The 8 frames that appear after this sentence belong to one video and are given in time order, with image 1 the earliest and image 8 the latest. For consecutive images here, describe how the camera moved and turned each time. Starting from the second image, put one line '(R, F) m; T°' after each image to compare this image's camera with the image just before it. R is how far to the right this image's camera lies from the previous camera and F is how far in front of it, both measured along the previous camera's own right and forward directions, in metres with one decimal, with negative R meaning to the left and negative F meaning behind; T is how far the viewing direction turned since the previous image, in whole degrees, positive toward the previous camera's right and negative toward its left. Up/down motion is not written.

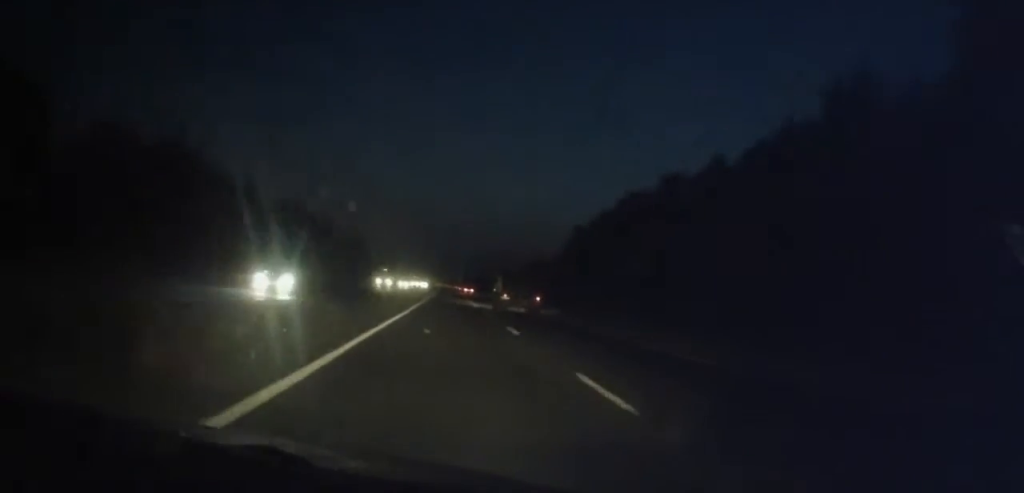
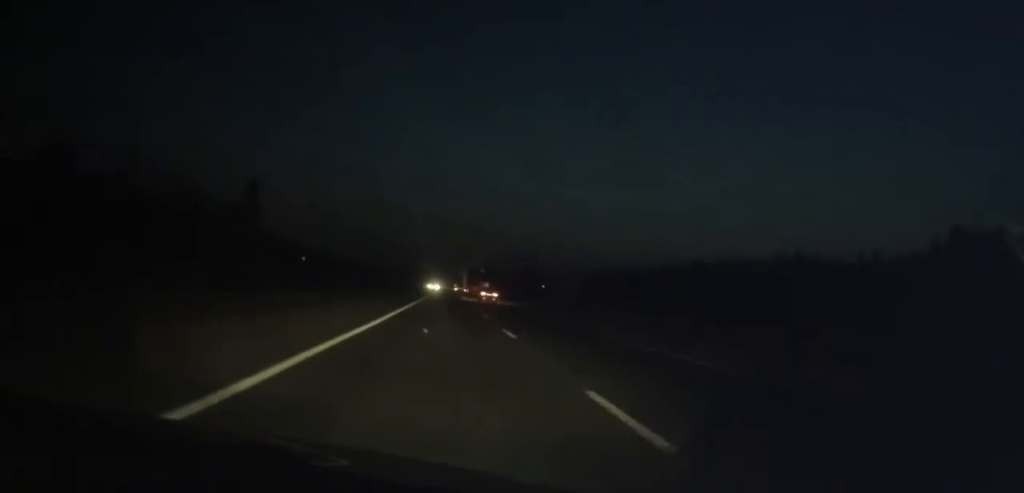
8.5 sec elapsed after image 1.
(-0.4, +202.9) m; 0°
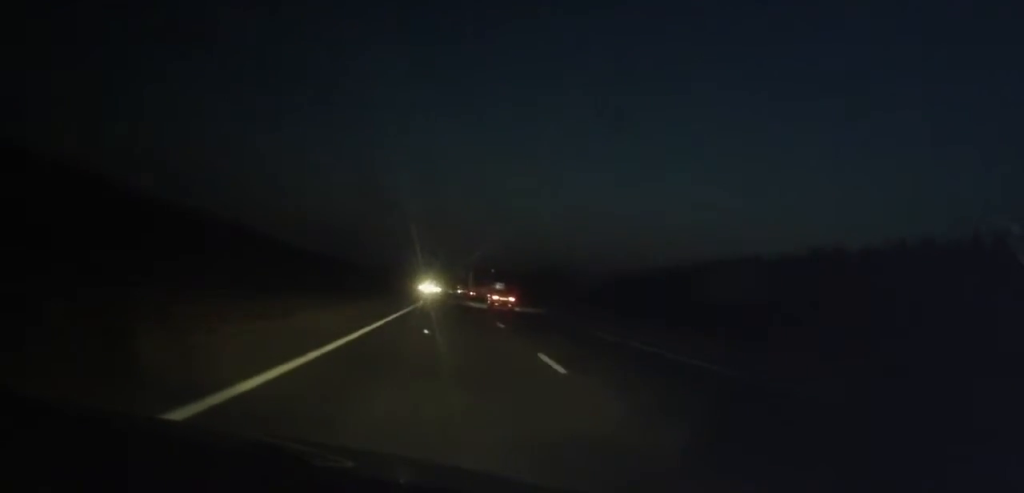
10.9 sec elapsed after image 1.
(+0.1, +55.7) m; 0°
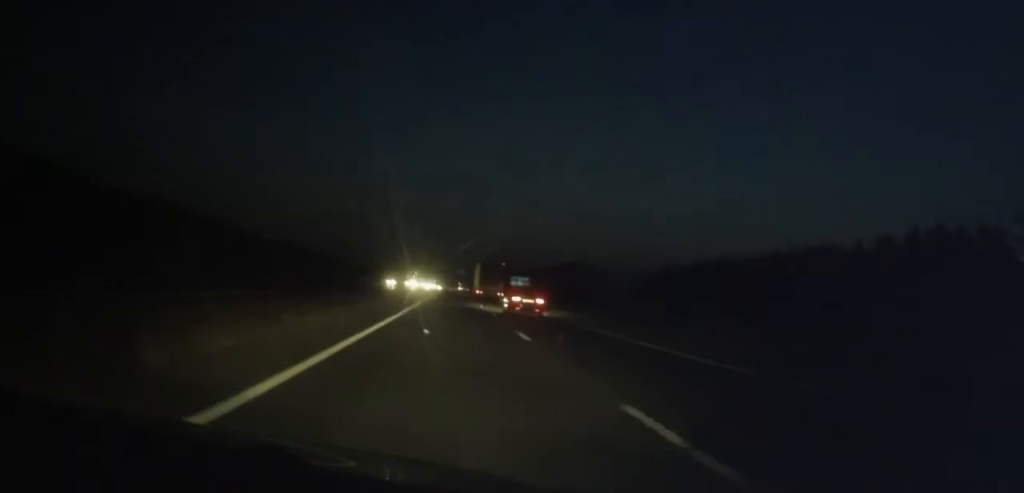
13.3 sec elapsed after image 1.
(0.0, +52.3) m; 0°
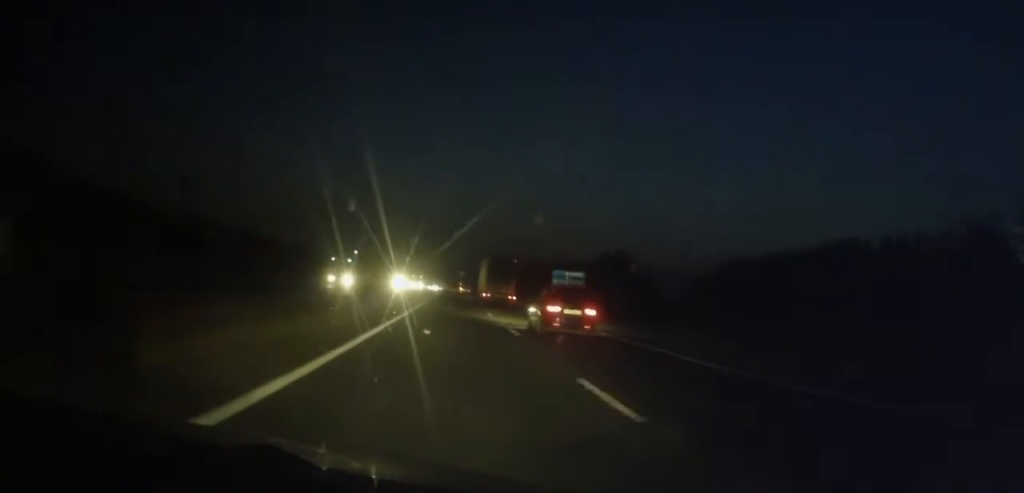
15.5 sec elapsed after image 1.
(-0.1, +63.1) m; 0°
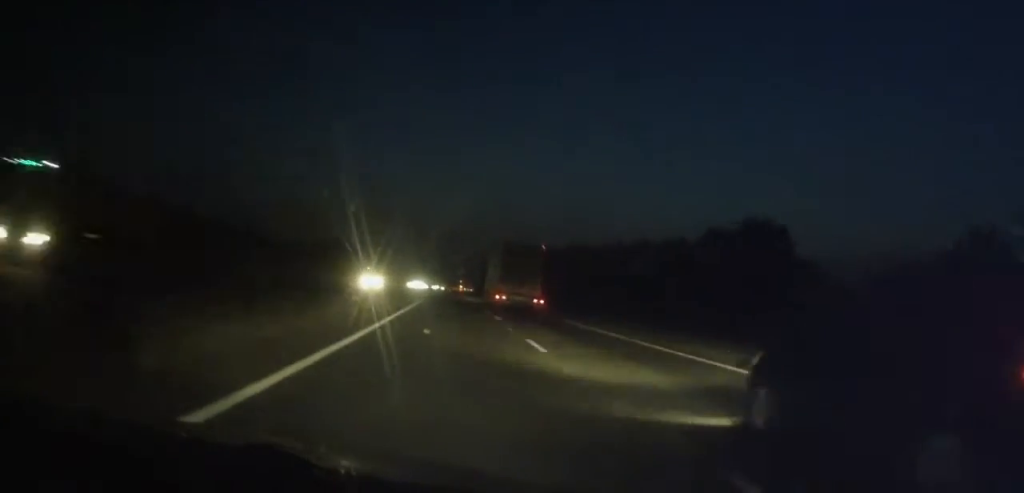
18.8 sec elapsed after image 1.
(-0.1, +103.9) m; 0°
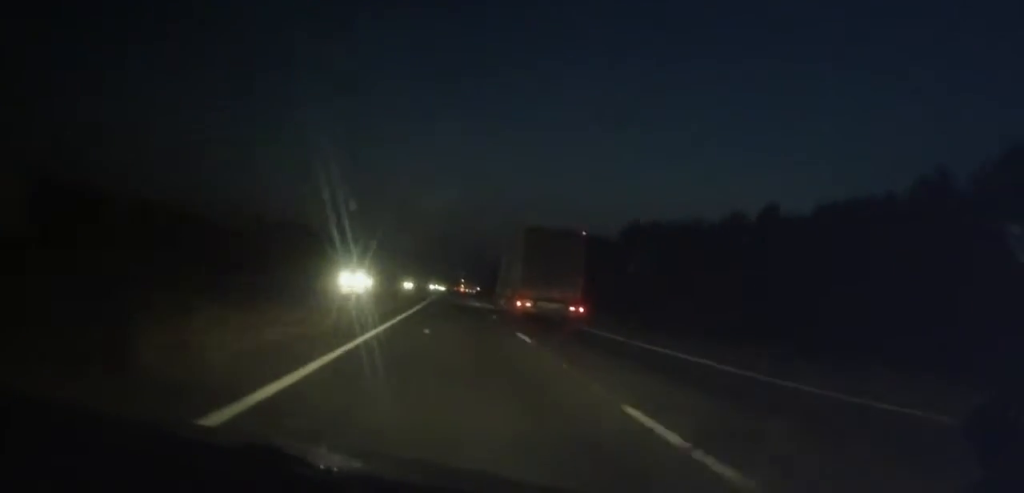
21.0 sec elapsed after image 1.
(-0.2, +66.8) m; 0°
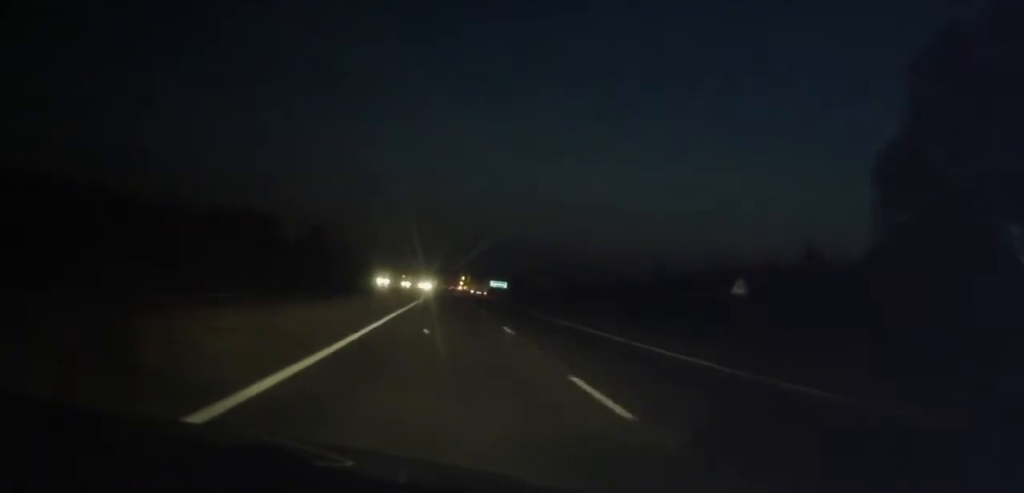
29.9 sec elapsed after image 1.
(-0.5, +252.9) m; 0°
